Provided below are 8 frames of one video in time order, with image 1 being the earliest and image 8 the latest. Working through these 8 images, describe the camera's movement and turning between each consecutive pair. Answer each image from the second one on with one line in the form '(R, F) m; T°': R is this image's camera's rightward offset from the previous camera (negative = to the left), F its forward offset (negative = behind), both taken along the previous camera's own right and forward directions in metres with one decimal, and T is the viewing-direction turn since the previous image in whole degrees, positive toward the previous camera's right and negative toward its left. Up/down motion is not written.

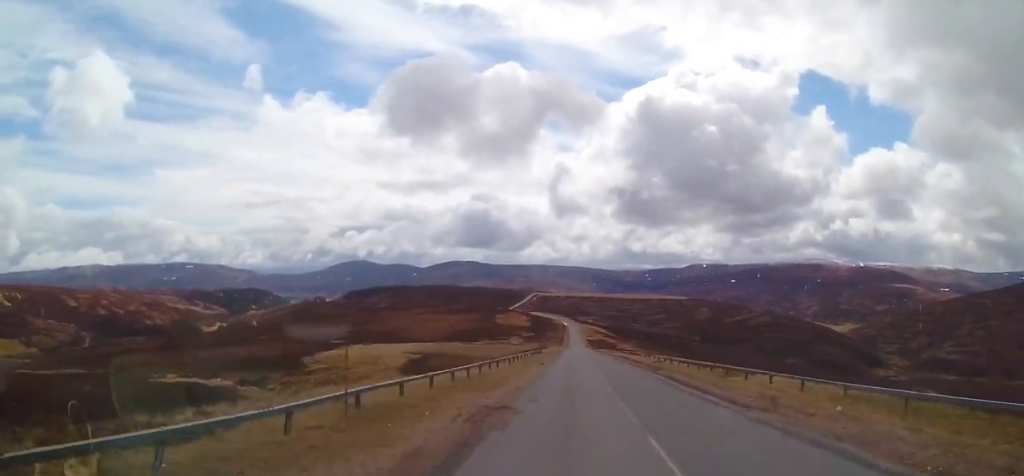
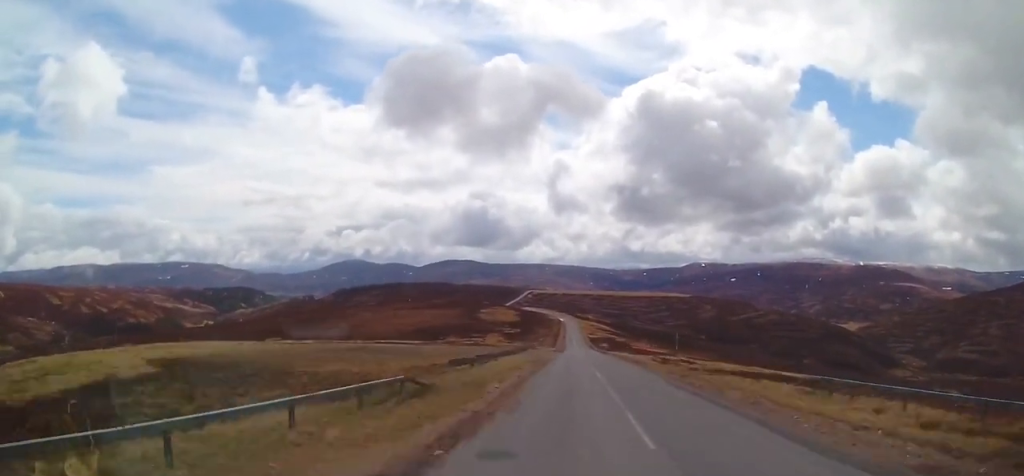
(-0.7, +63.5) m; -1°
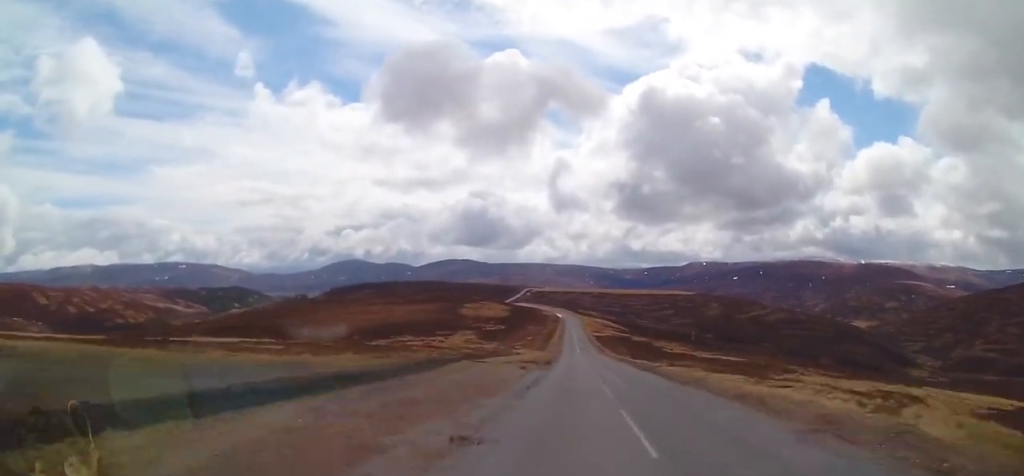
(0.0, +52.5) m; 0°
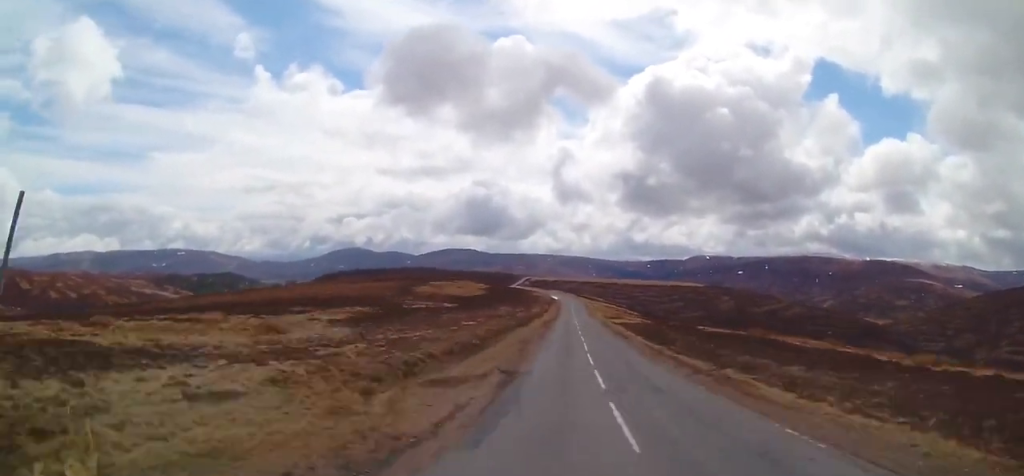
(0.0, +79.0) m; 0°
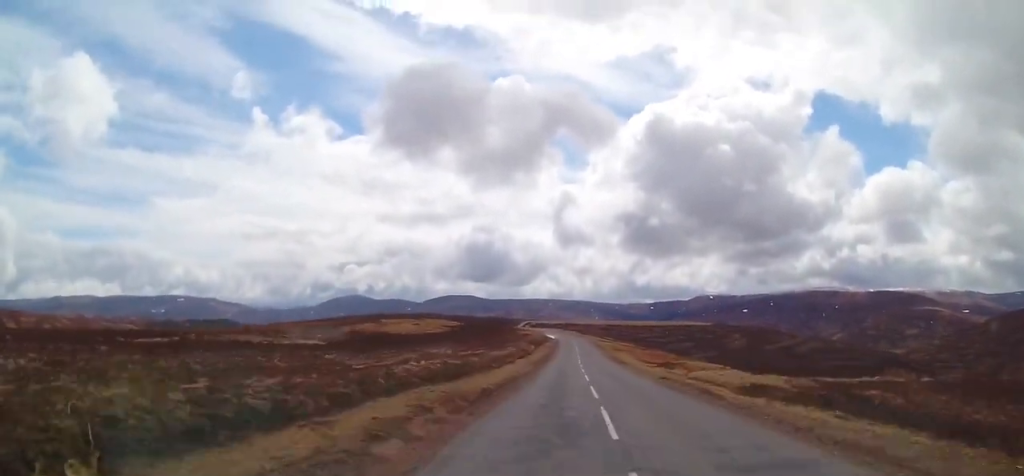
(-0.4, +57.1) m; -1°
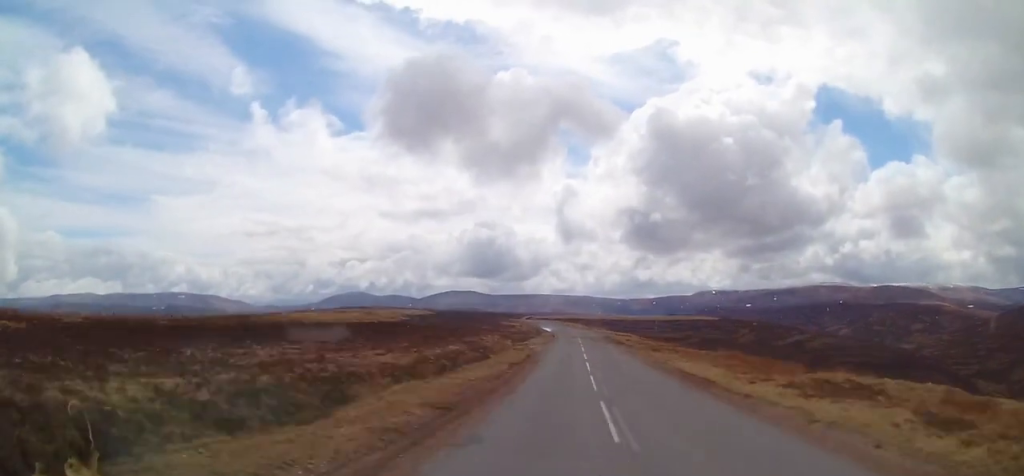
(+0.1, +34.1) m; -1°
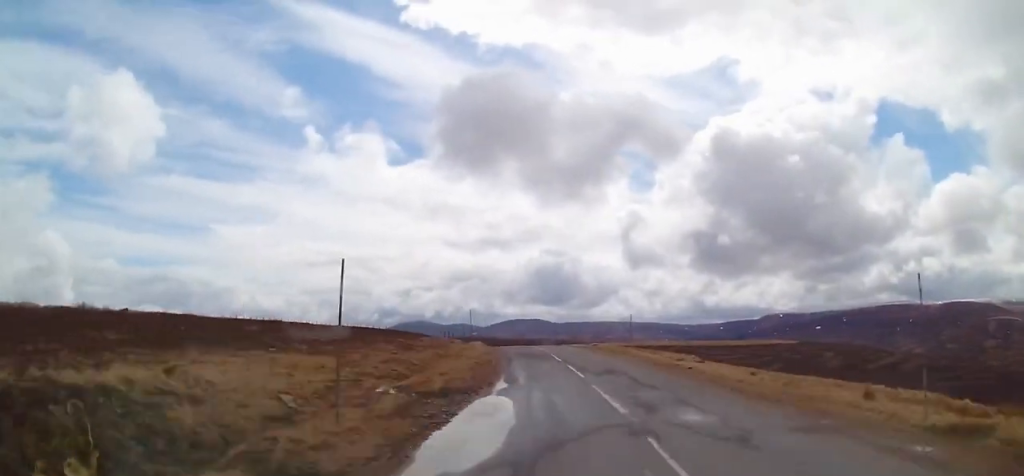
(-5.9, +92.5) m; -9°
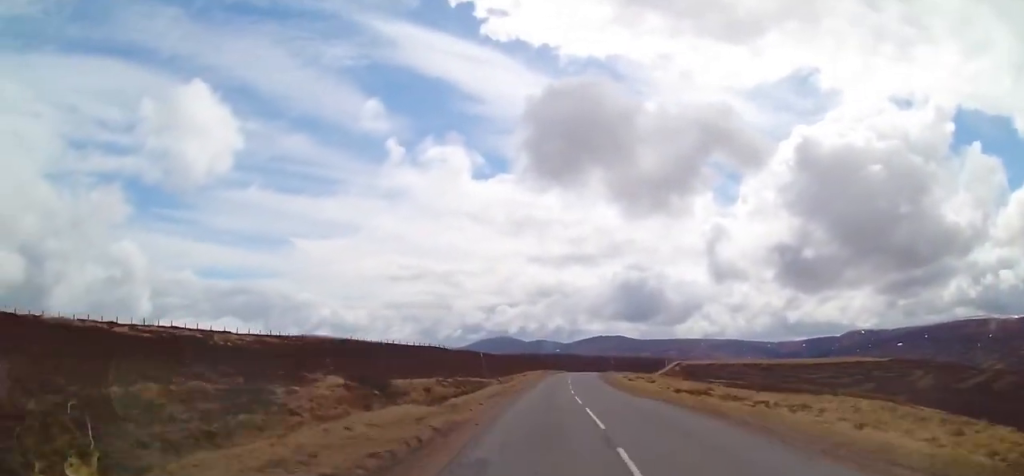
(-2.3, +43.3) m; -4°
